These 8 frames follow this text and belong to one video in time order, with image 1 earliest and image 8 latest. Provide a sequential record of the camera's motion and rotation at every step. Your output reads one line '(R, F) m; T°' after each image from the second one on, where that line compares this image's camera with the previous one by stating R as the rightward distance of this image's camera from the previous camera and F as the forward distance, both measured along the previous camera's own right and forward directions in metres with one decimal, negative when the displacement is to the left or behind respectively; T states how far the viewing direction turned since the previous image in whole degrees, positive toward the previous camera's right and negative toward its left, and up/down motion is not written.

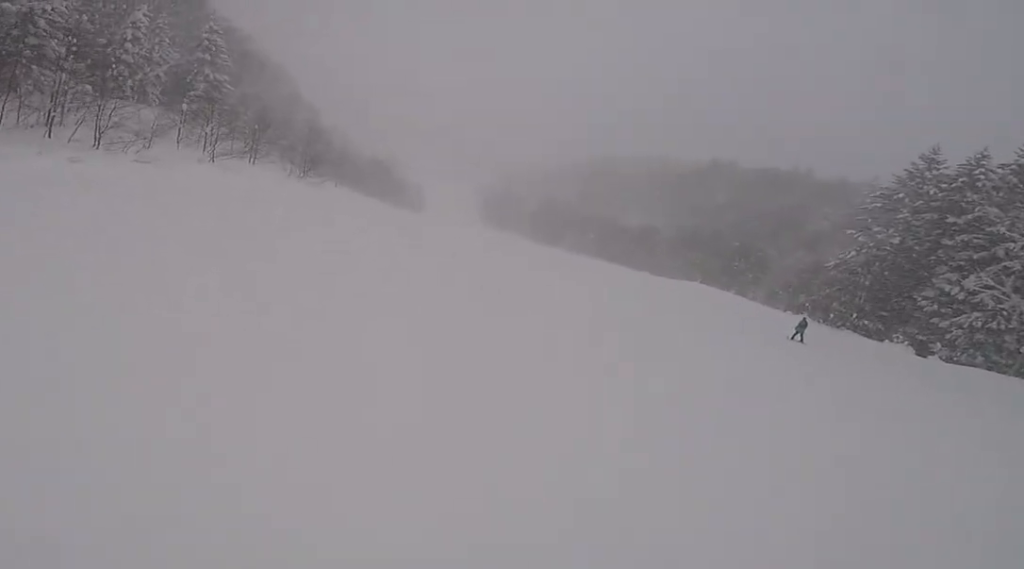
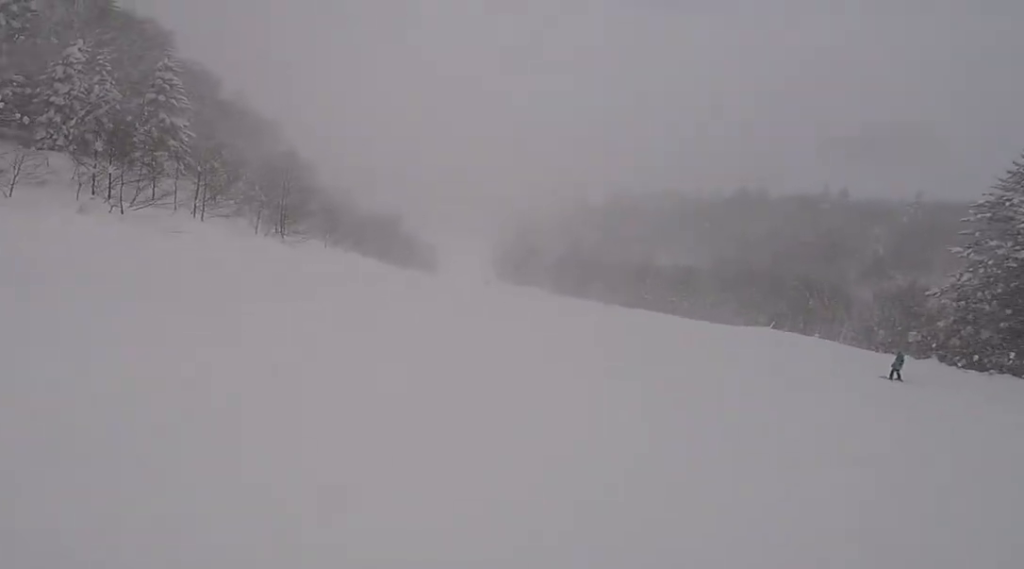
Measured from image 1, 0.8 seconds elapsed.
(0.0, +9.1) m; 0°
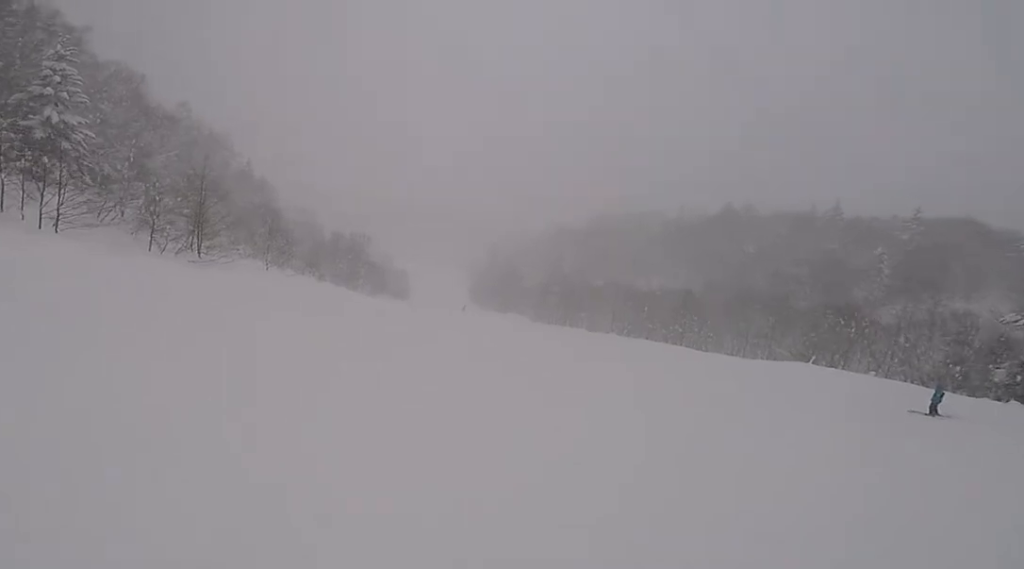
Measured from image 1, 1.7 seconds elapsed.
(0.0, +8.8) m; 0°
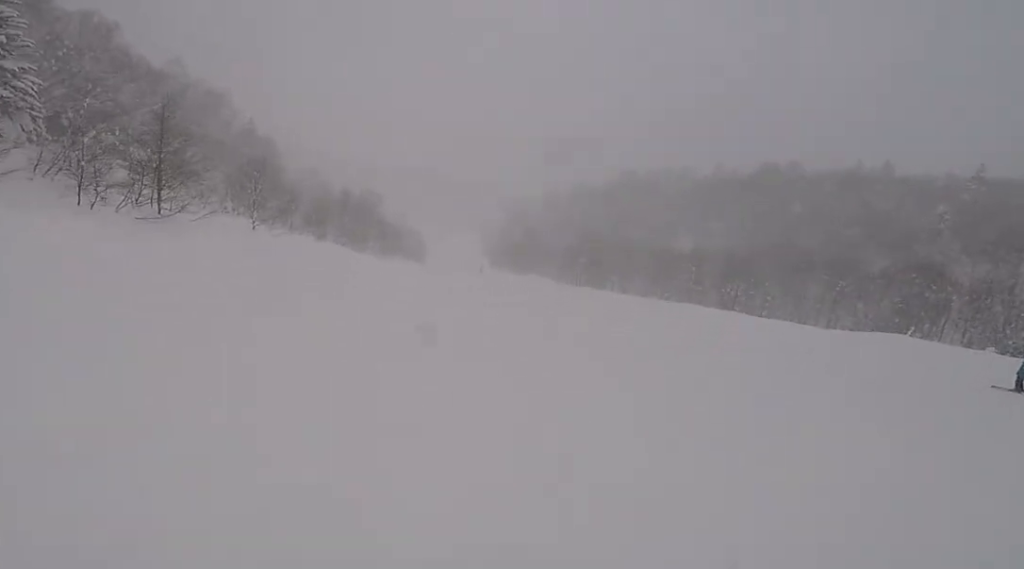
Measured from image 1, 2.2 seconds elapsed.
(0.0, +6.3) m; 0°
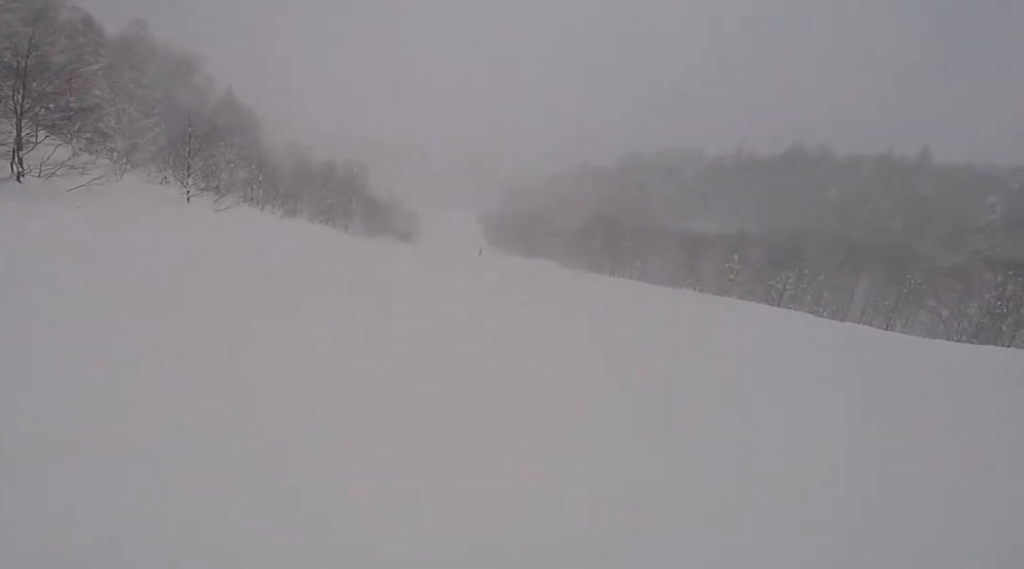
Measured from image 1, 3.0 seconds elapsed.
(0.0, +8.4) m; 0°
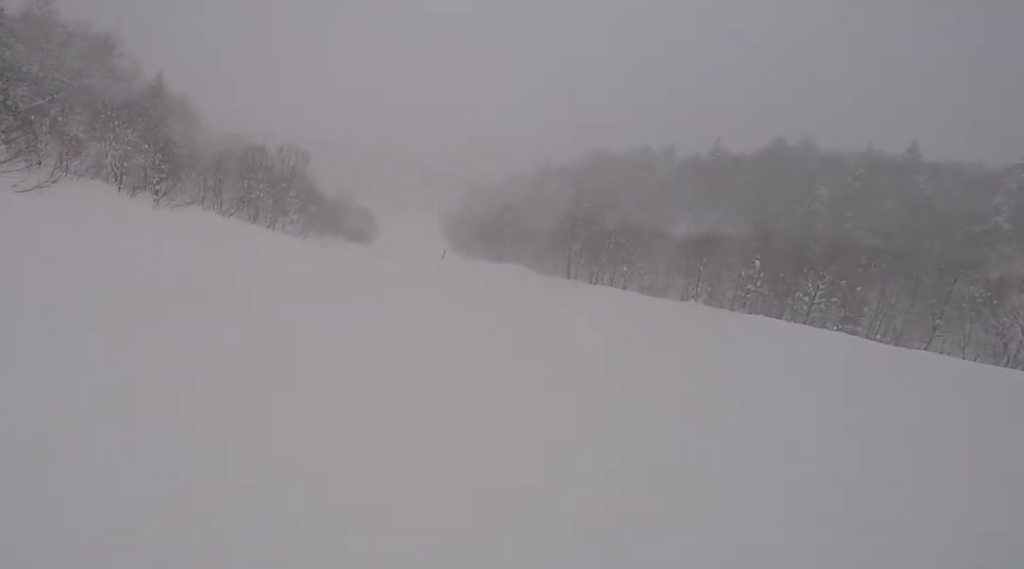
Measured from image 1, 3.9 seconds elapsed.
(0.0, +9.7) m; 0°
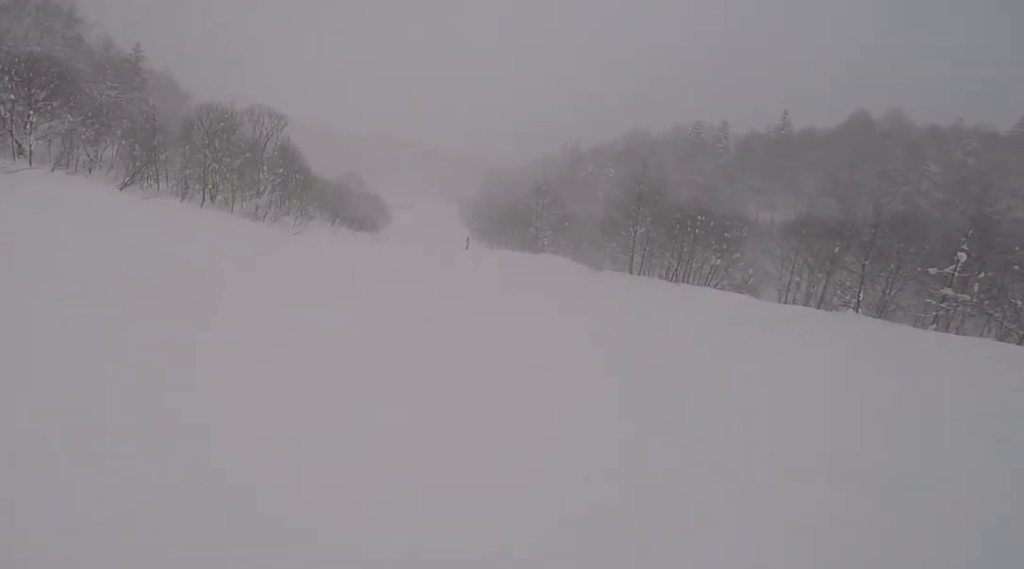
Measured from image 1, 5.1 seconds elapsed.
(0.0, +12.9) m; +1°
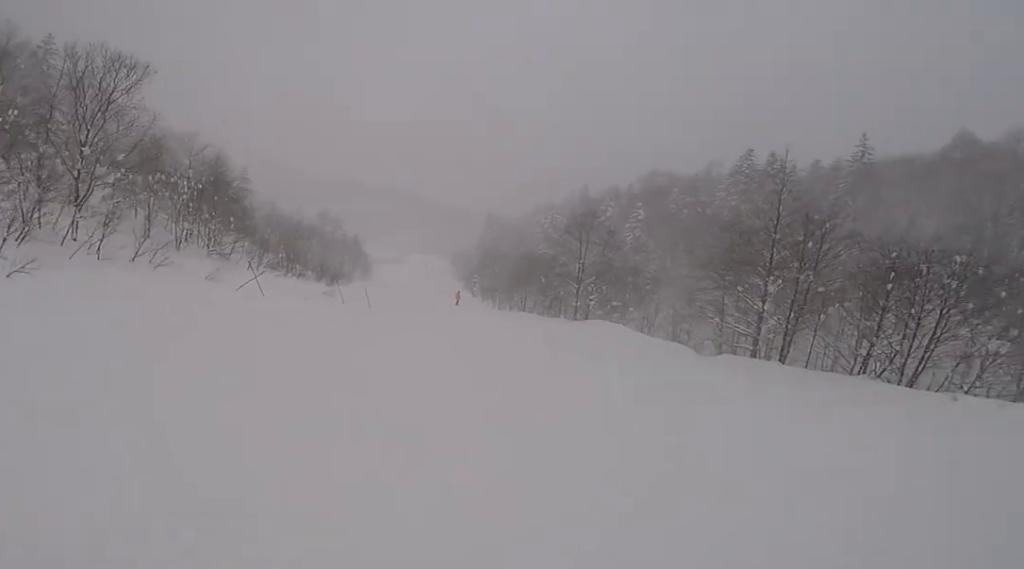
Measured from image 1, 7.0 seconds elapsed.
(+1.7, +20.2) m; +4°
